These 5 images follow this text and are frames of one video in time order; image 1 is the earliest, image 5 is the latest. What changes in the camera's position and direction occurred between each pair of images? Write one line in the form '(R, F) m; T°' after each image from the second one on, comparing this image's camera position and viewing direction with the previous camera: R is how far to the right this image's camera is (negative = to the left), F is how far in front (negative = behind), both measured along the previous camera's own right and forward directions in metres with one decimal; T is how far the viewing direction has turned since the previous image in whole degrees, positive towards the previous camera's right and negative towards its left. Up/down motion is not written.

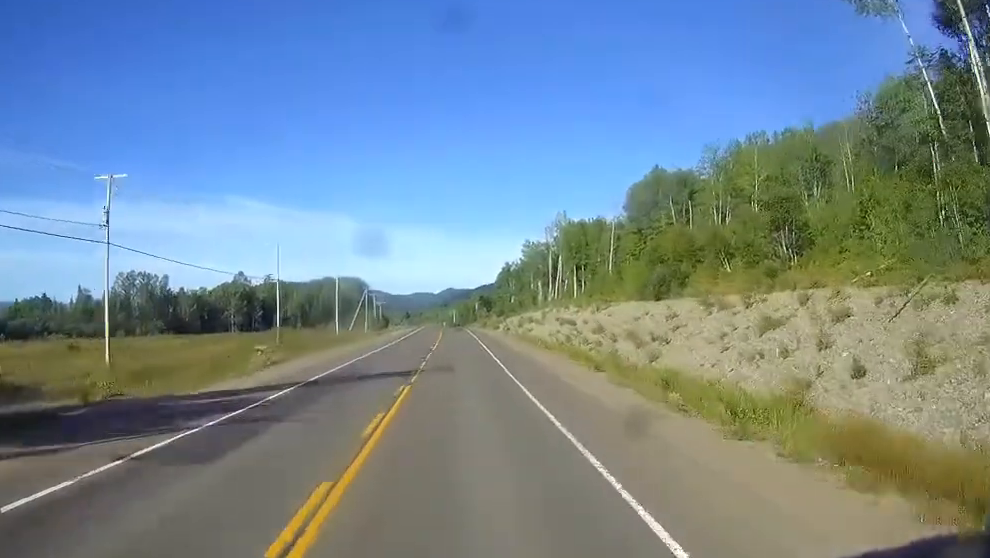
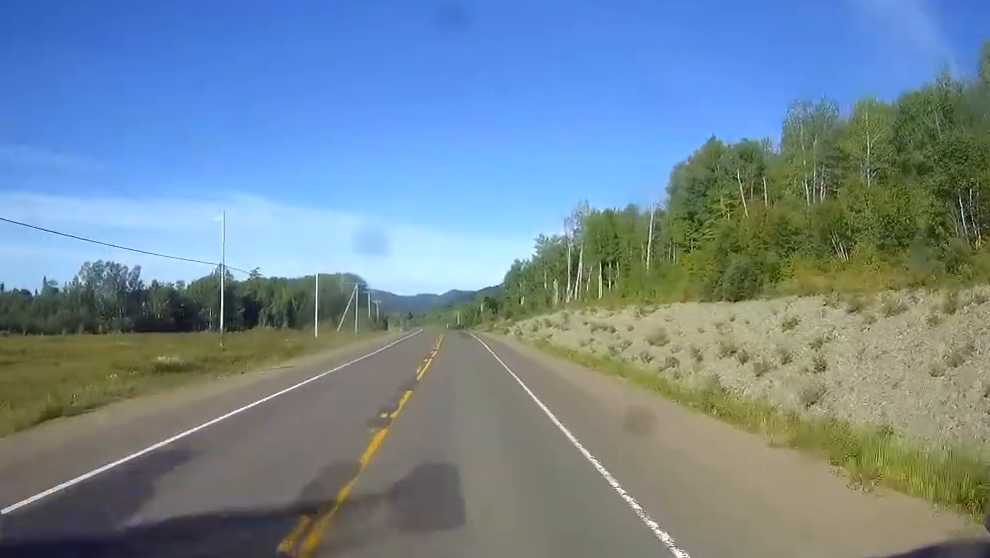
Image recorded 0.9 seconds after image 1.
(0.0, +25.7) m; 0°
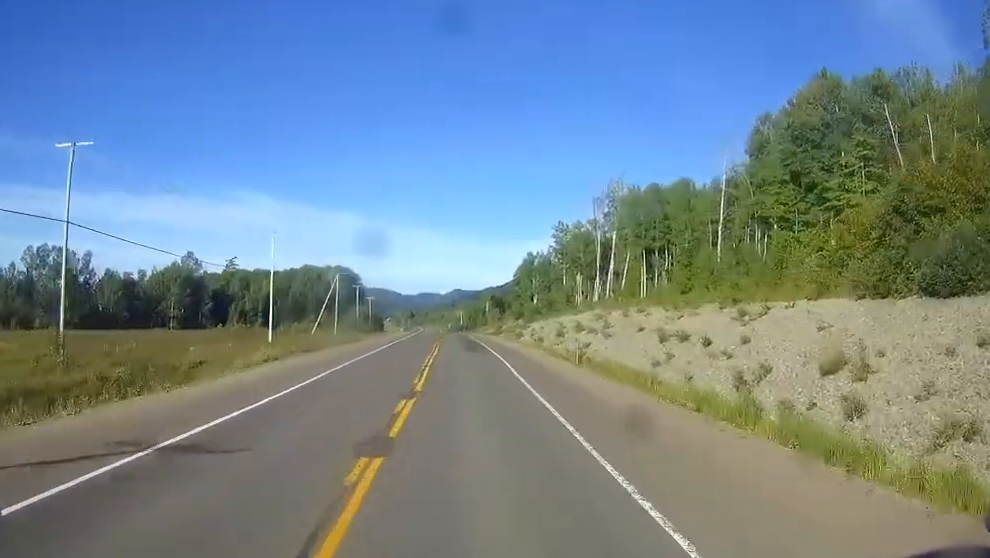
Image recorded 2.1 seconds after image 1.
(-0.1, +32.2) m; 0°
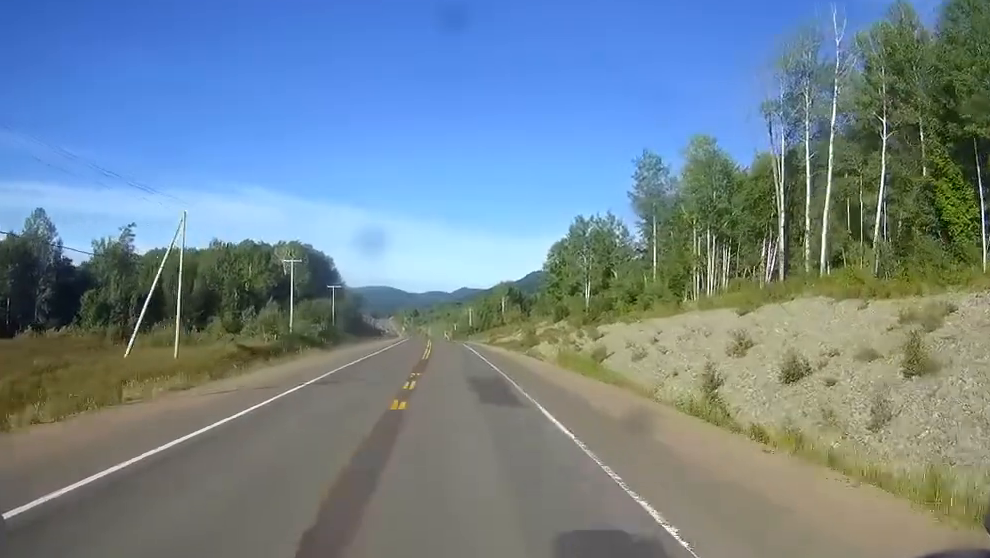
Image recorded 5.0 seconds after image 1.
(-0.7, +81.3) m; -2°
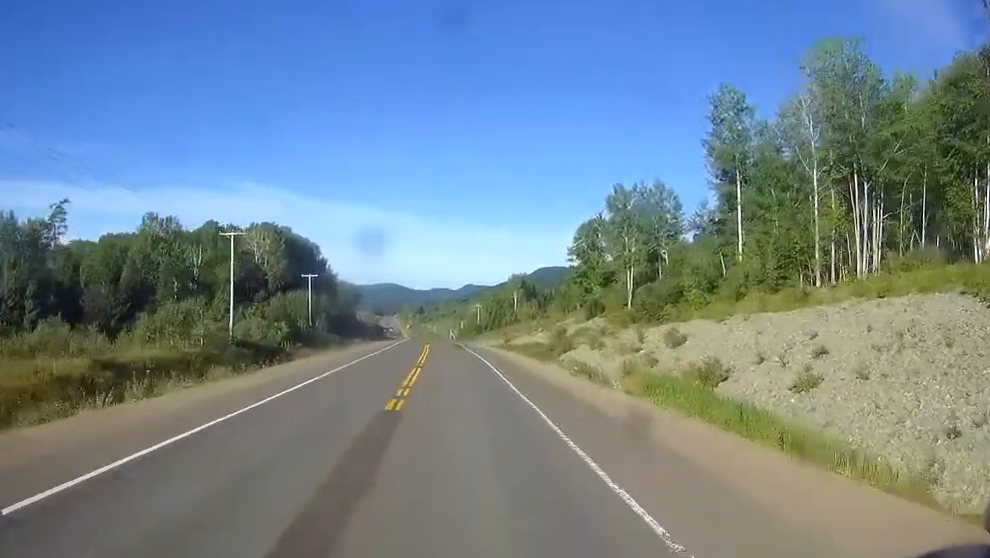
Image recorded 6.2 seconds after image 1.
(-0.4, +31.7) m; -1°
